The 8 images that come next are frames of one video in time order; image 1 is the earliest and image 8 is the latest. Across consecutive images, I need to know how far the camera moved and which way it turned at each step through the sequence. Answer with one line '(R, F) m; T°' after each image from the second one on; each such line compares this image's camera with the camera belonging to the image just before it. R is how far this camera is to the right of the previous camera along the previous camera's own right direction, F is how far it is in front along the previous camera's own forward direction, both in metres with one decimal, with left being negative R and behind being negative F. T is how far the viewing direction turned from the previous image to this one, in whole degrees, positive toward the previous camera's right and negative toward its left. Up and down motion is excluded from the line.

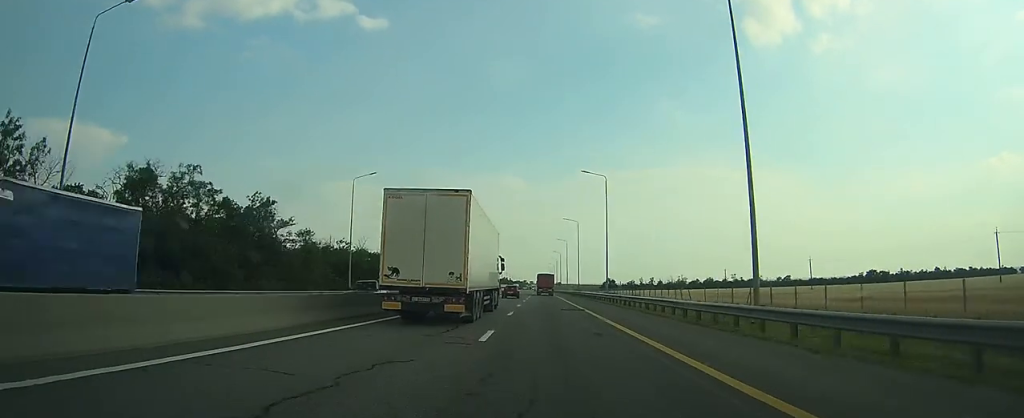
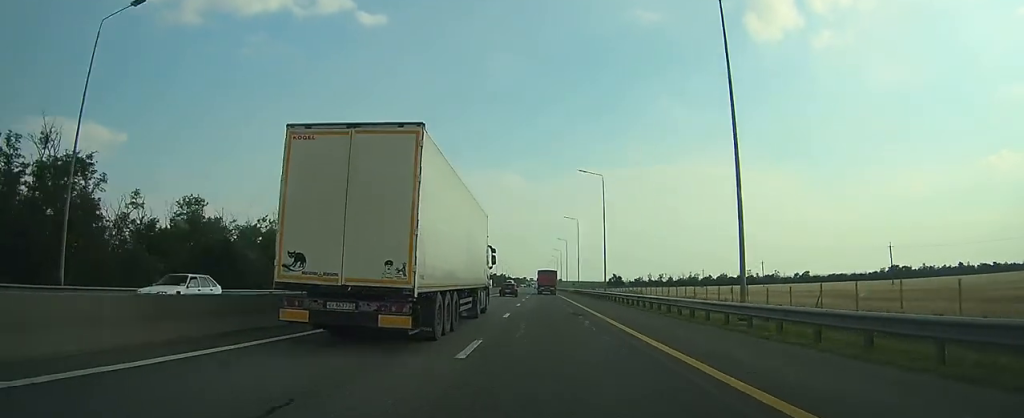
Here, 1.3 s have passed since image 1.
(0.0, +39.5) m; 0°
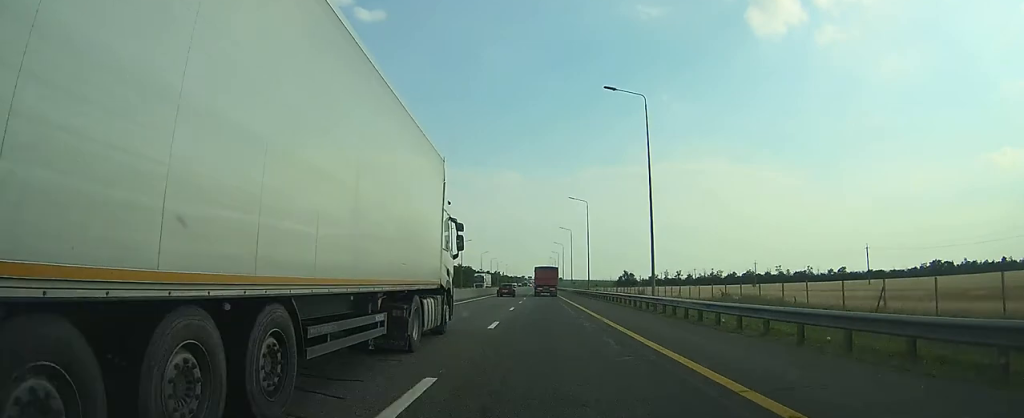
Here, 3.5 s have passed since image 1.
(+0.3, +66.1) m; 0°
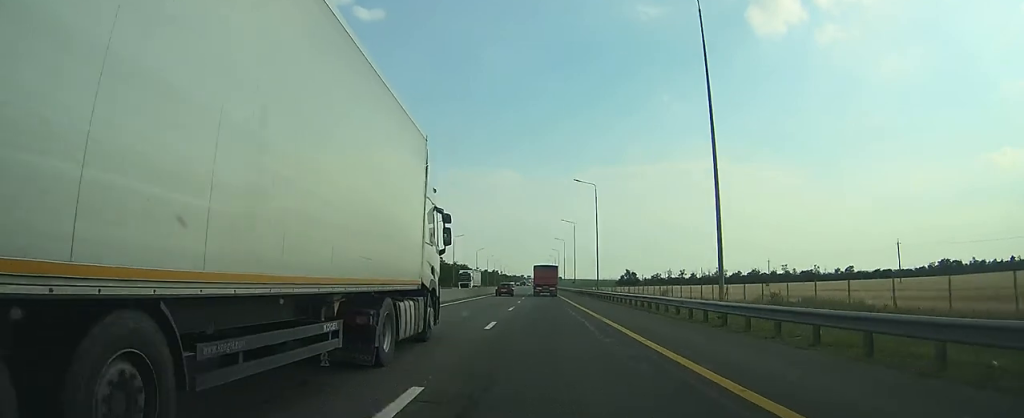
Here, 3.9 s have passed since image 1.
(0.0, +12.9) m; 0°
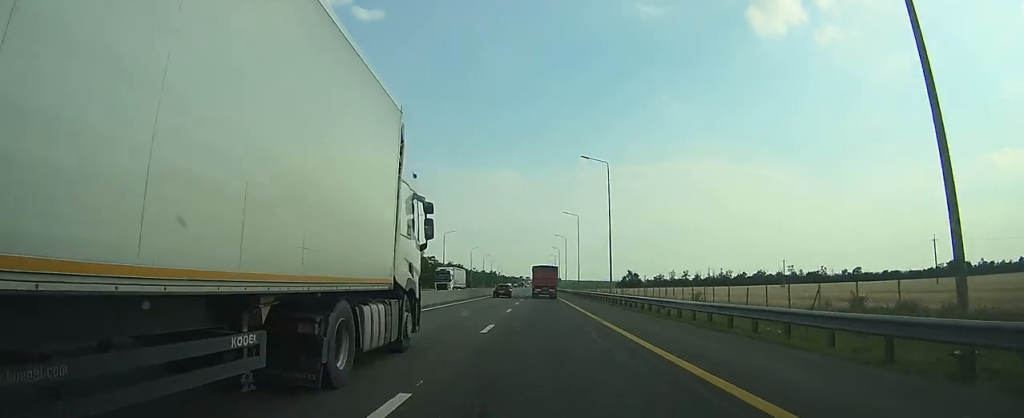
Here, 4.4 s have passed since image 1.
(0.0, +12.9) m; 0°
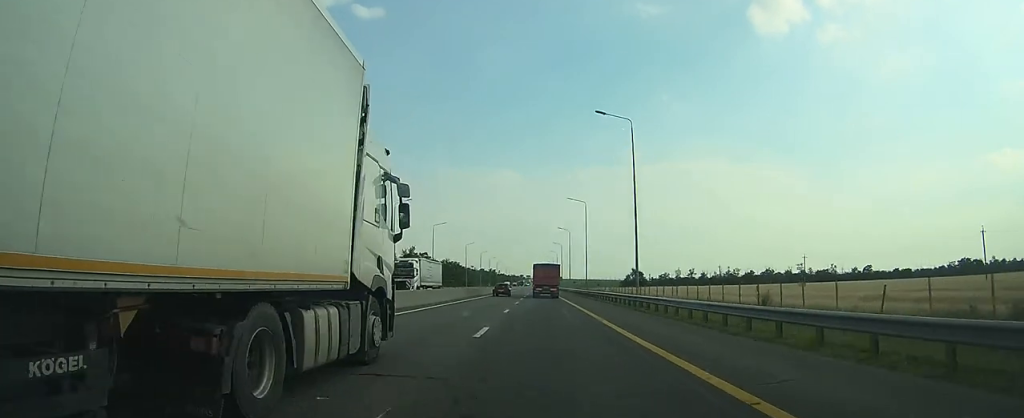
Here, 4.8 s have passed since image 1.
(0.0, +13.8) m; 0°
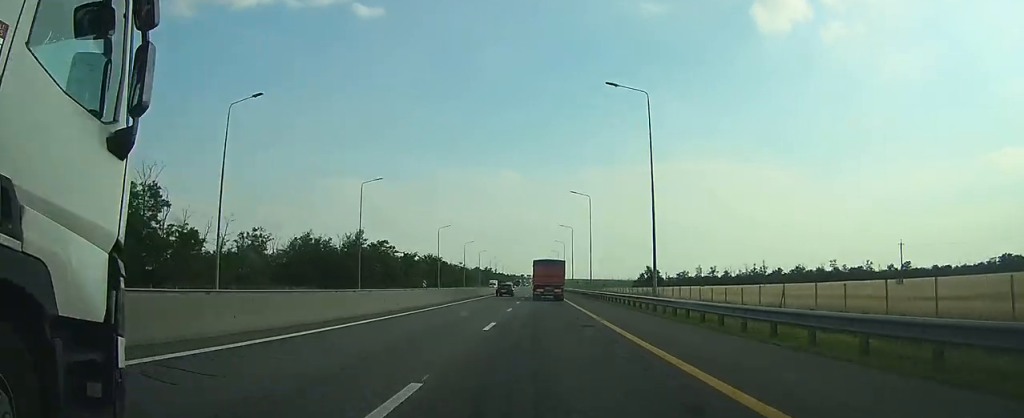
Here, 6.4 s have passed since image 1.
(+0.2, +46.3) m; 0°
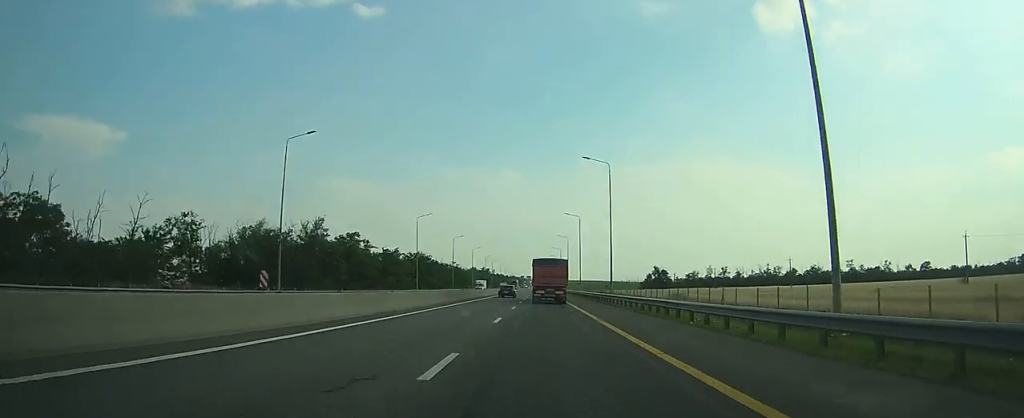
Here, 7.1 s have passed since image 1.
(-0.1, +20.6) m; 0°
